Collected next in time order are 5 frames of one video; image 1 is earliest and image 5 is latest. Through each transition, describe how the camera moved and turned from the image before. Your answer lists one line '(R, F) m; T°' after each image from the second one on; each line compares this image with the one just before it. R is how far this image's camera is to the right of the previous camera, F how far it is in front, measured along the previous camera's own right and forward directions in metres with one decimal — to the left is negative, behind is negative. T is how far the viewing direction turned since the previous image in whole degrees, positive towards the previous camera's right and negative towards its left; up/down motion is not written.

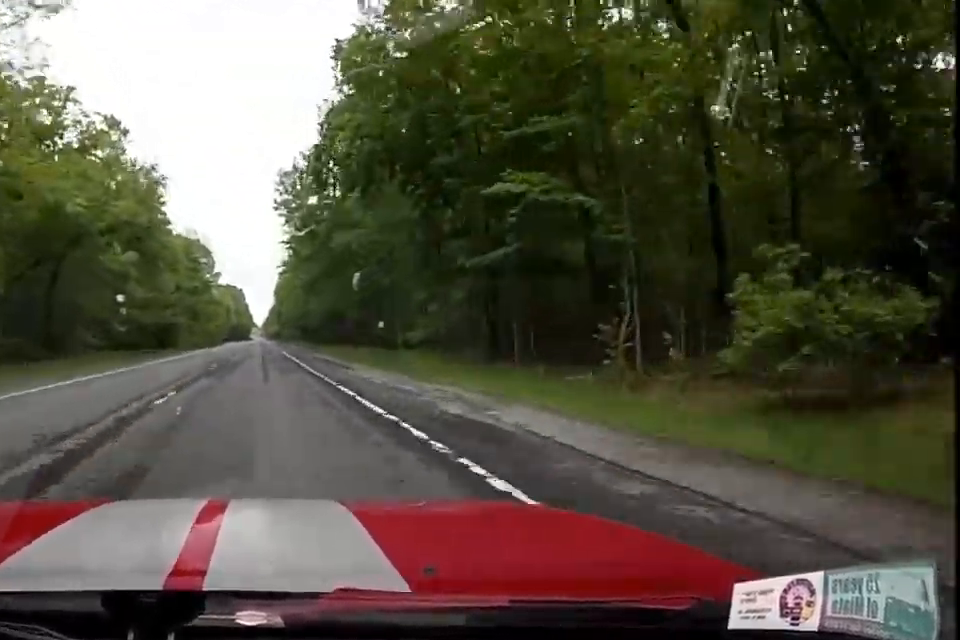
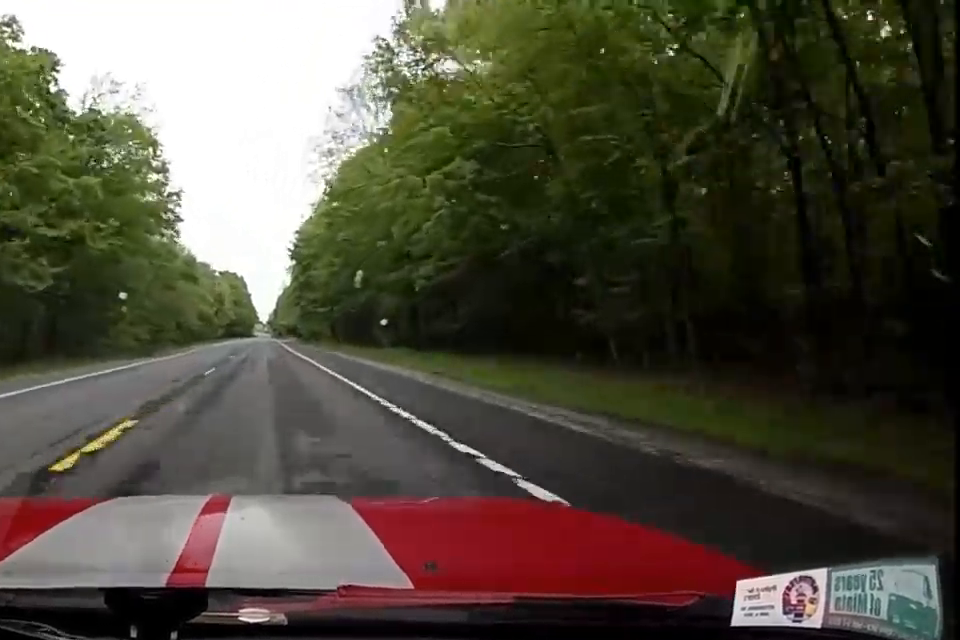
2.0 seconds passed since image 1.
(+0.9, +51.8) m; 0°
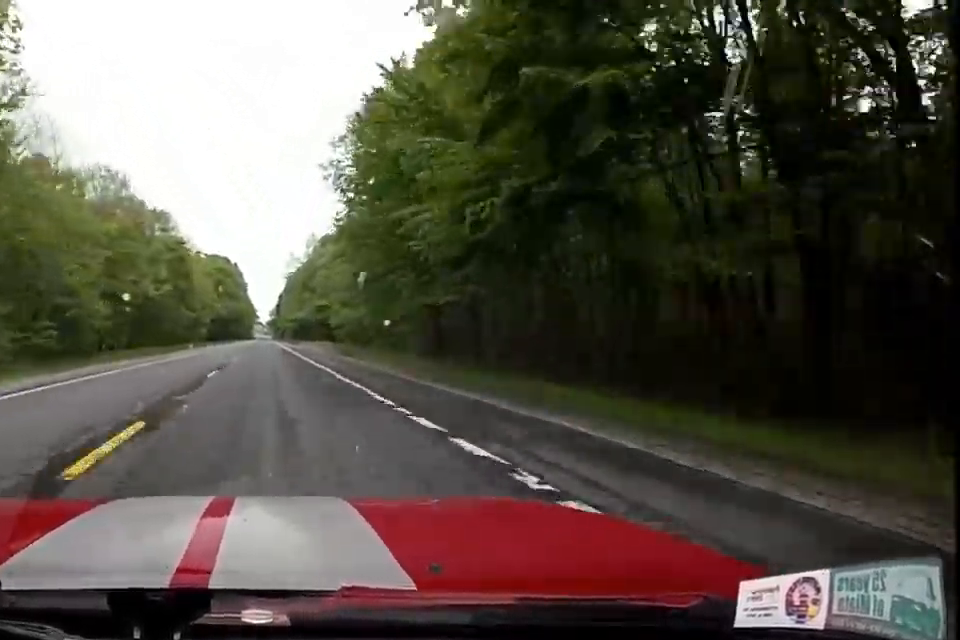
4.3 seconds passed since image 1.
(+0.4, +59.3) m; 0°
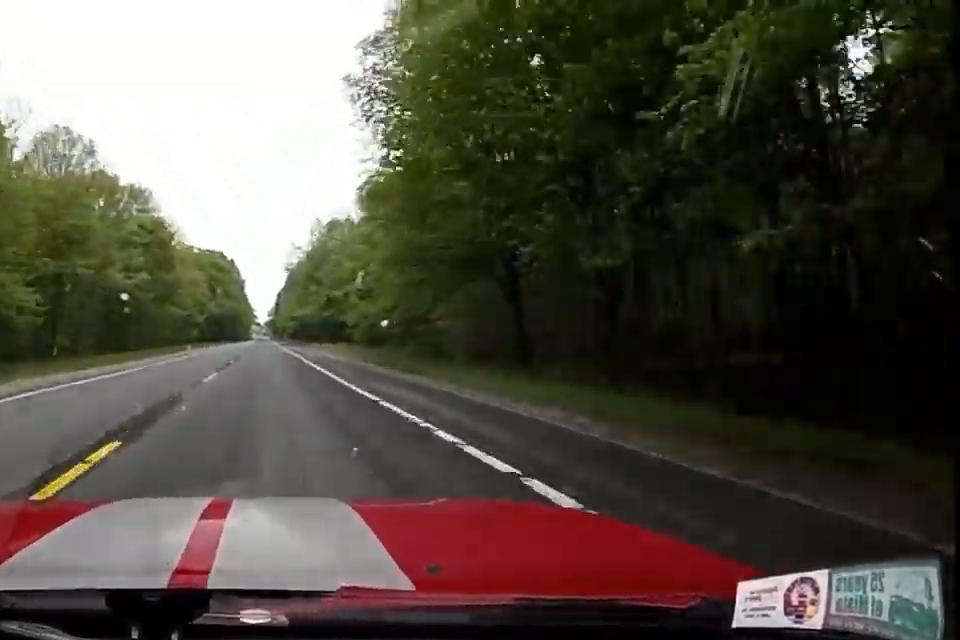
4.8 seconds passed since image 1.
(-0.3, +13.0) m; -1°
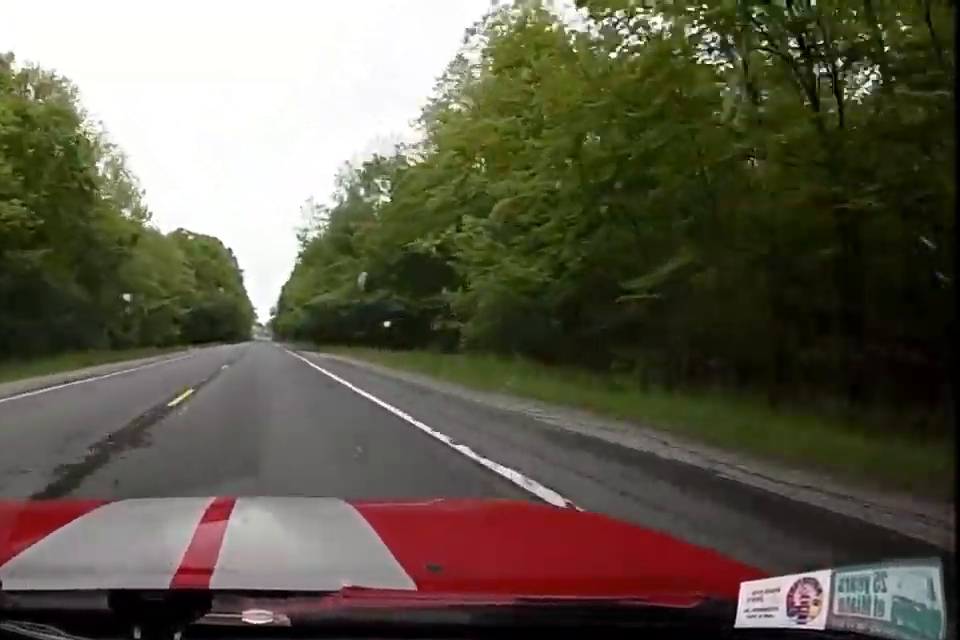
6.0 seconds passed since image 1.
(0.0, +29.8) m; 0°
